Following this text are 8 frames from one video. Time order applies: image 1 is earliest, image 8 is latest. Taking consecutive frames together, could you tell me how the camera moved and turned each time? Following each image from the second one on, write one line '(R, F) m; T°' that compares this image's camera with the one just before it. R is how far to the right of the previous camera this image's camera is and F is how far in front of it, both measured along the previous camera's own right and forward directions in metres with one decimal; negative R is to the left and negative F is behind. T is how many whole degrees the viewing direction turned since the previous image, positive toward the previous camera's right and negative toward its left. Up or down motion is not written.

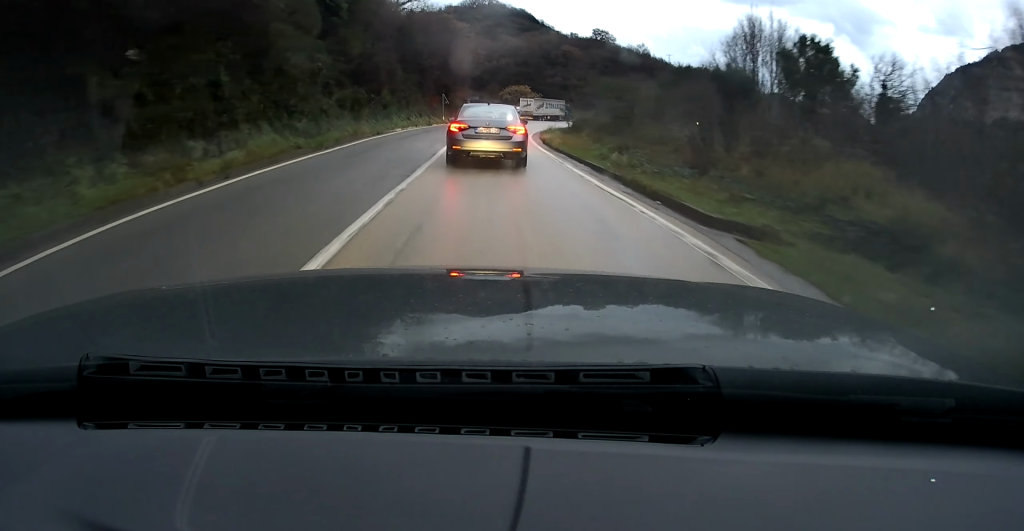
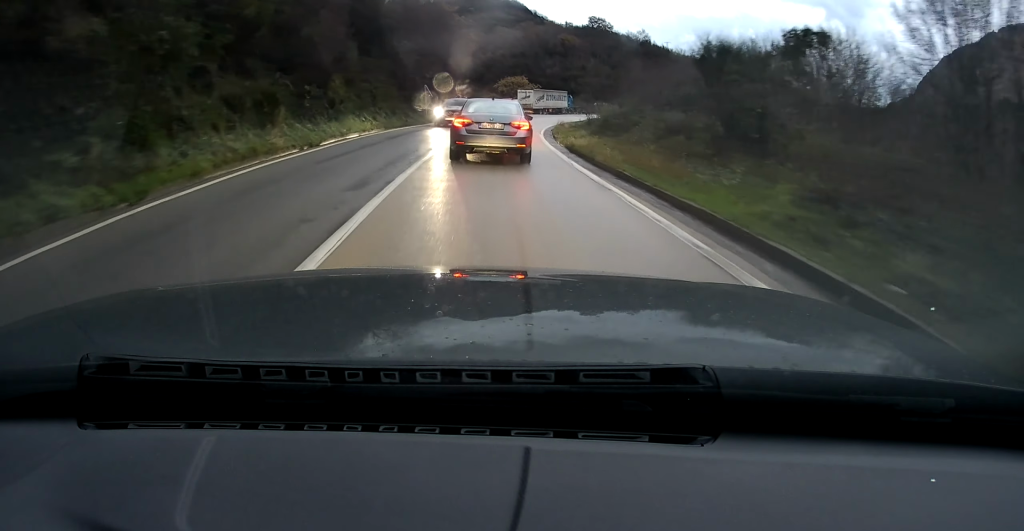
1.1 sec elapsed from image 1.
(-0.1, +11.2) m; 0°
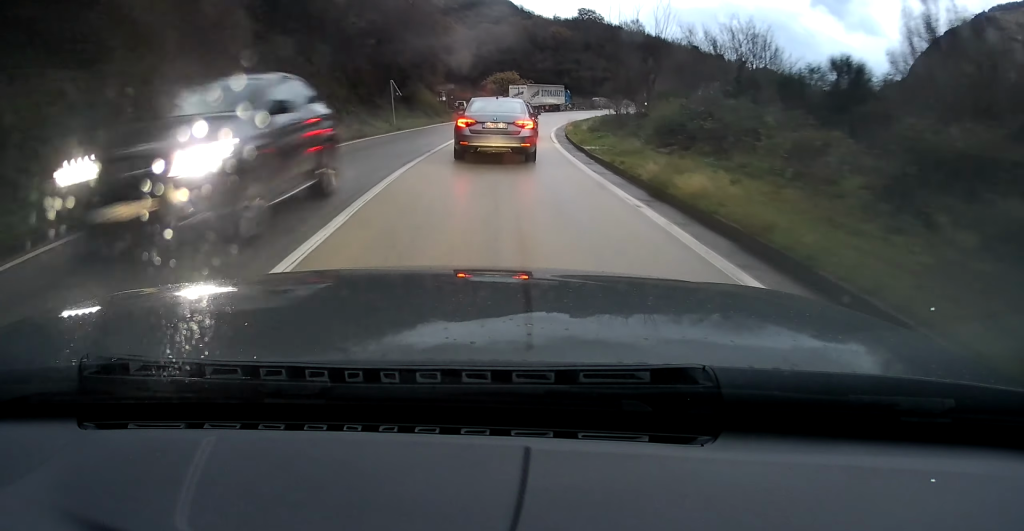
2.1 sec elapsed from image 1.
(-0.1, +10.9) m; +1°
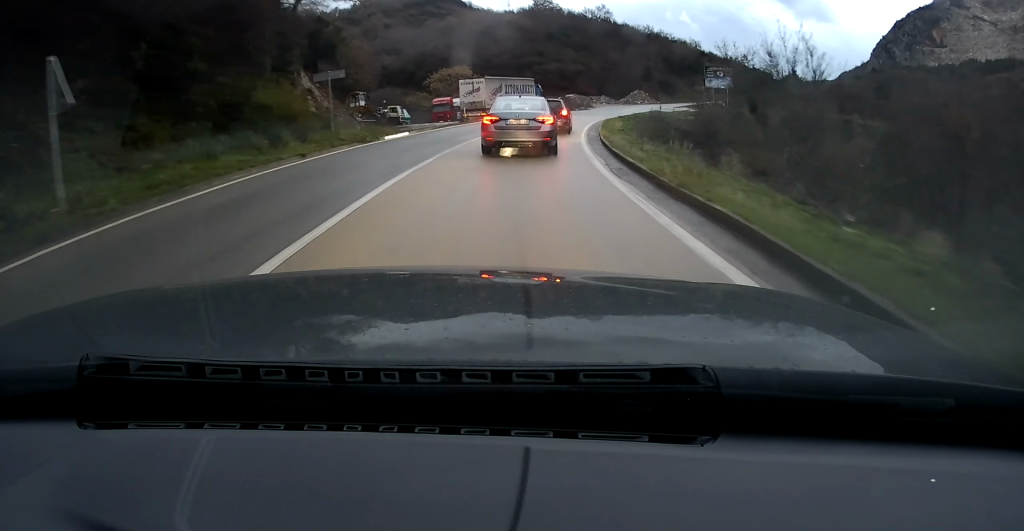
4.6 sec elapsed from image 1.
(+1.0, +26.6) m; +7°
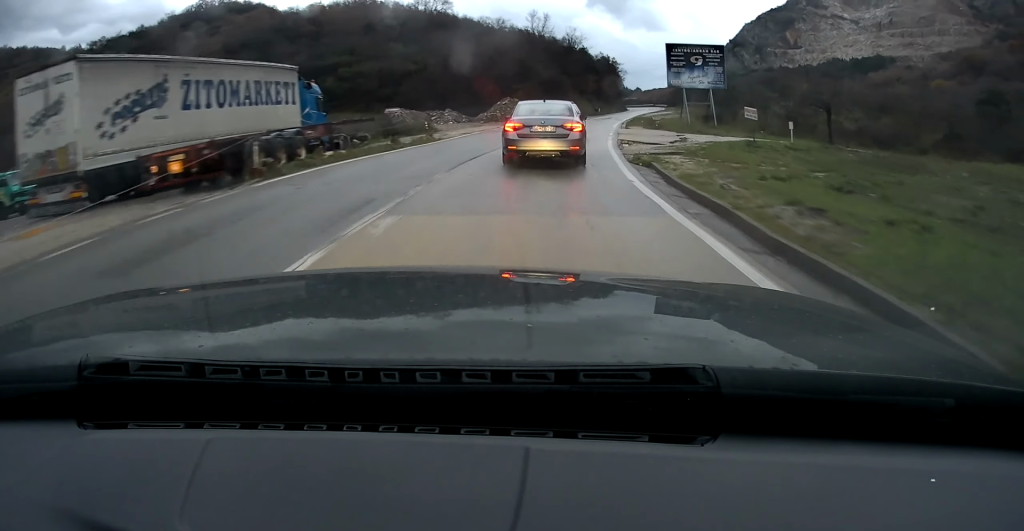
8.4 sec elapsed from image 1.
(+5.9, +48.6) m; +15°
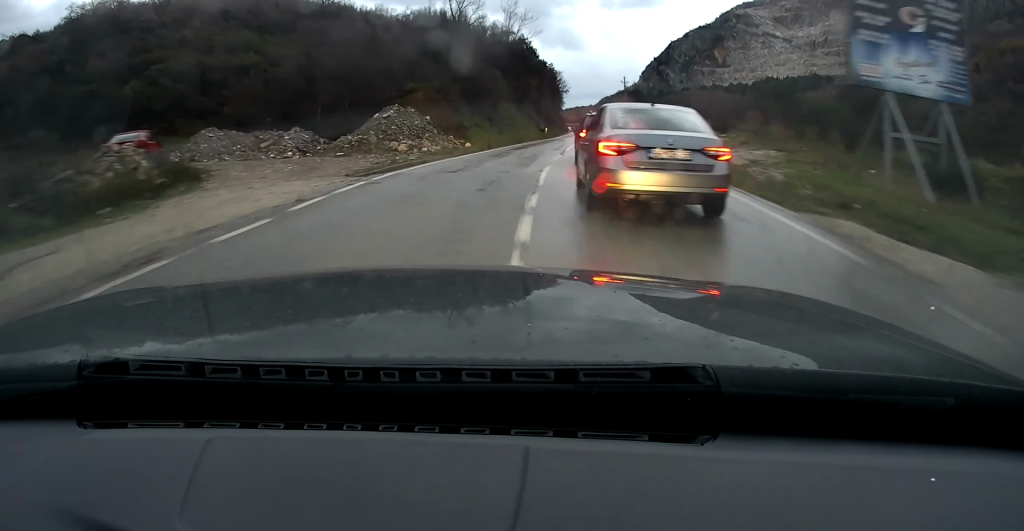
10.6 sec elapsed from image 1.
(+3.2, +36.4) m; +10°
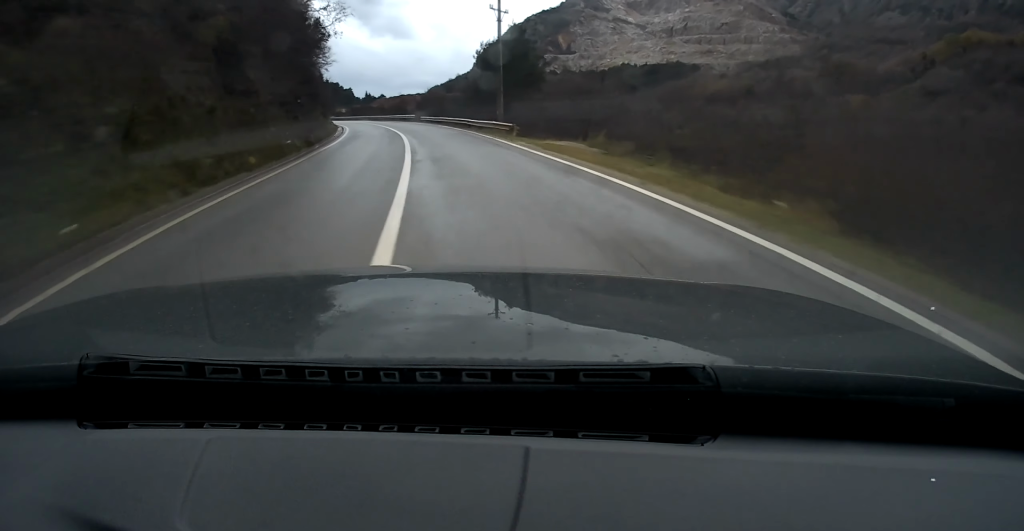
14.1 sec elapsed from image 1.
(+8.0, +73.5) m; +5°
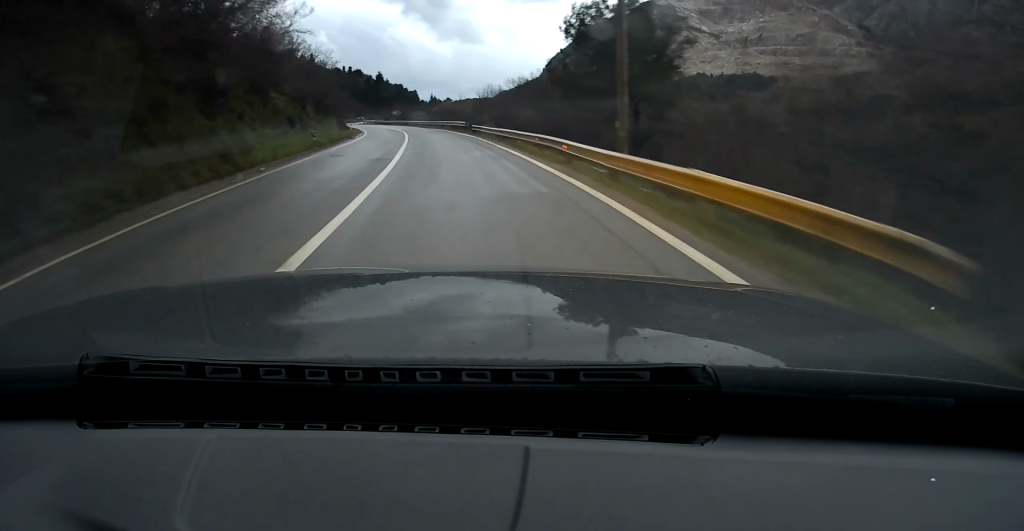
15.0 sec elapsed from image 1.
(-0.2, +22.4) m; -3°
